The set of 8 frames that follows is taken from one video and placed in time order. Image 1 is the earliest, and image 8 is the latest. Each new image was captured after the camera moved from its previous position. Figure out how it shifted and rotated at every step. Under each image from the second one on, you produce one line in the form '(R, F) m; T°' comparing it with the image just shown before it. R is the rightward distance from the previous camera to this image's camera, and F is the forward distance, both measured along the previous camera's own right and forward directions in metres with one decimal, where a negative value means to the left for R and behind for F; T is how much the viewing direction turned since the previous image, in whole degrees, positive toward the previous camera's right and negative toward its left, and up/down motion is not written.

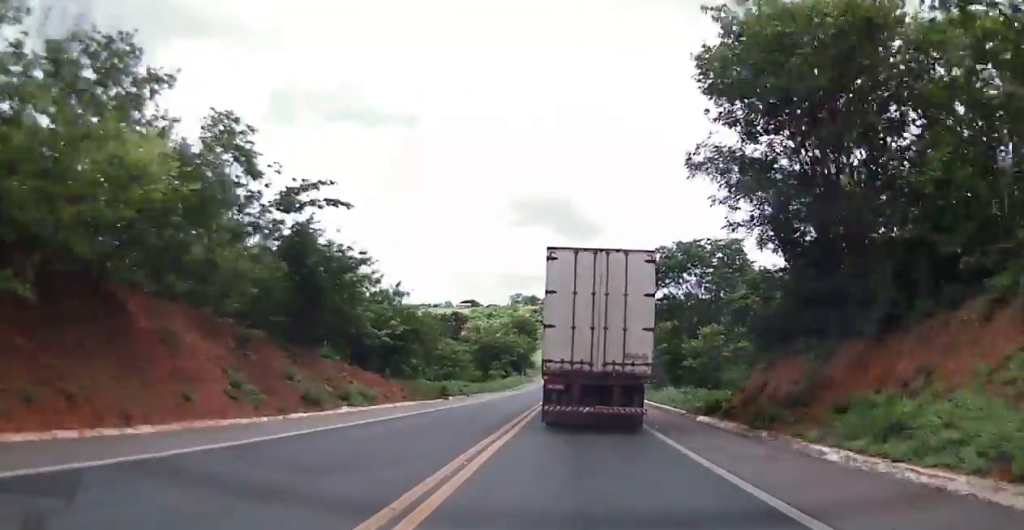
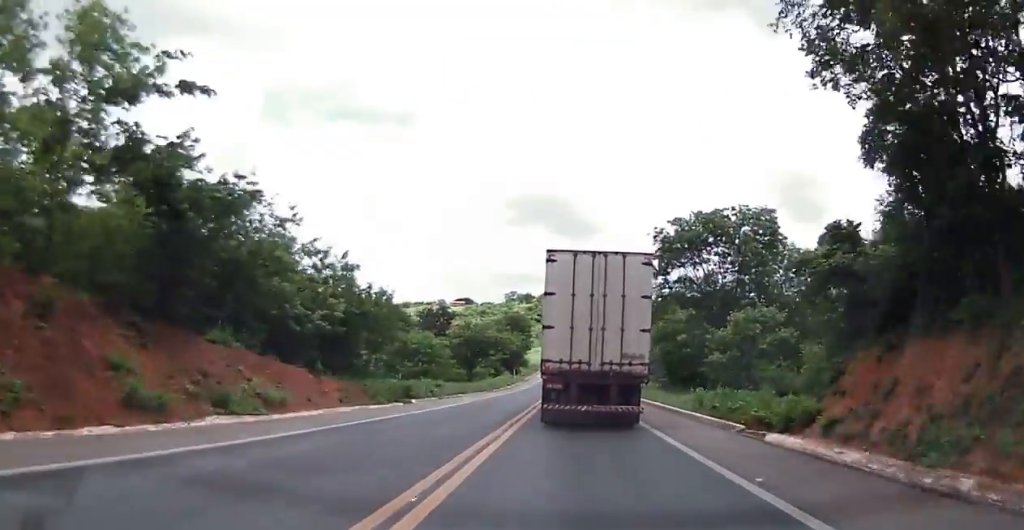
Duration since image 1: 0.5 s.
(+0.1, +9.2) m; 0°
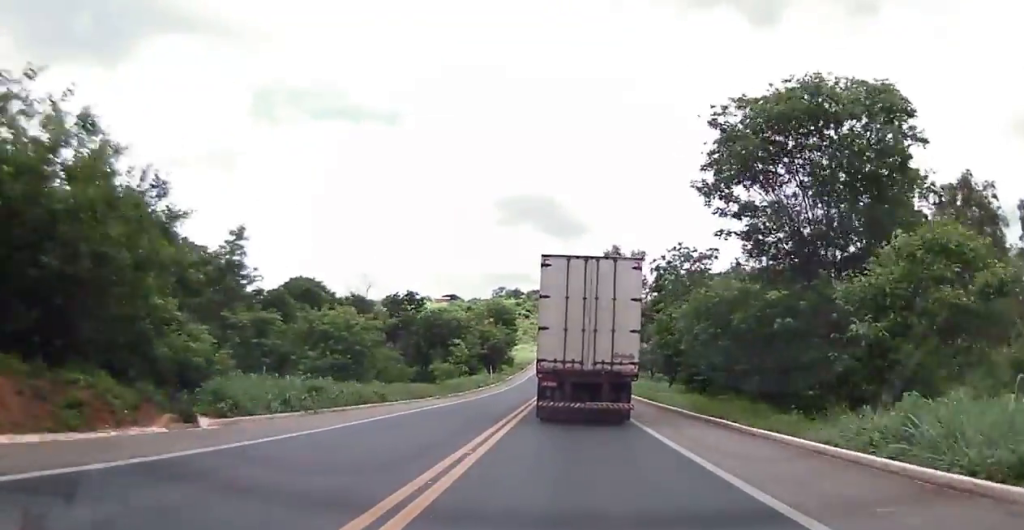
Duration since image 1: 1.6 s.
(-0.1, +19.3) m; 0°
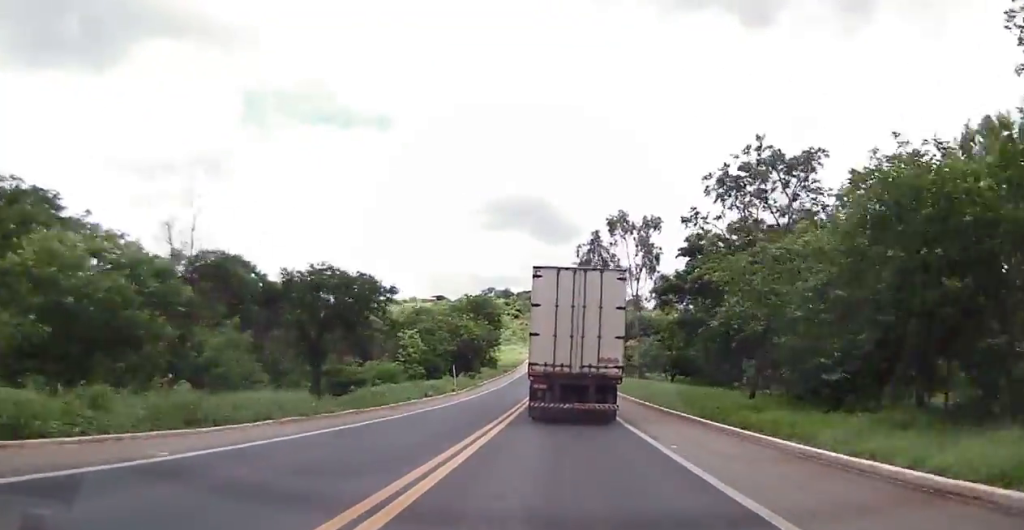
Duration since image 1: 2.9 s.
(+0.3, +22.0) m; +1°
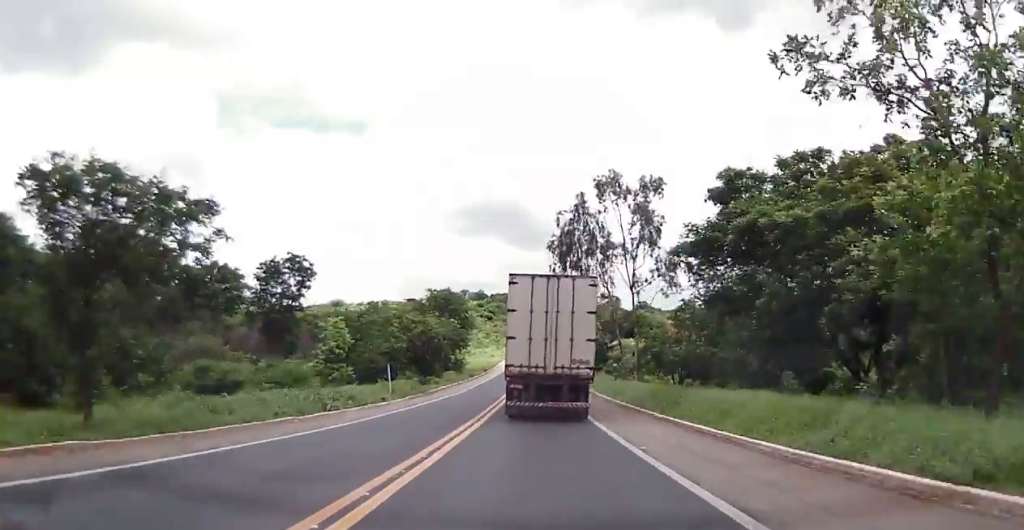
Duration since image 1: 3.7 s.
(0.0, +15.7) m; 0°
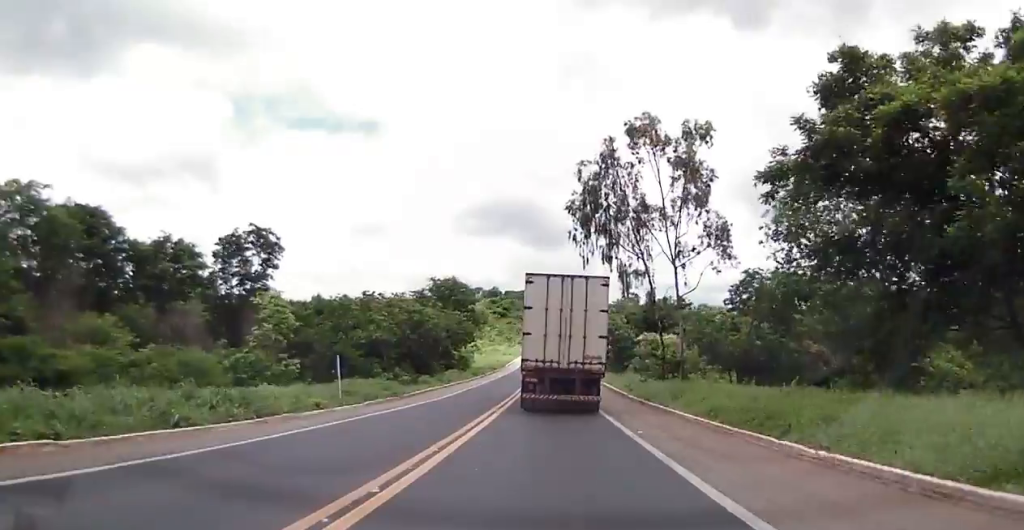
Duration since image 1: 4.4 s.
(-0.3, +12.8) m; 0°
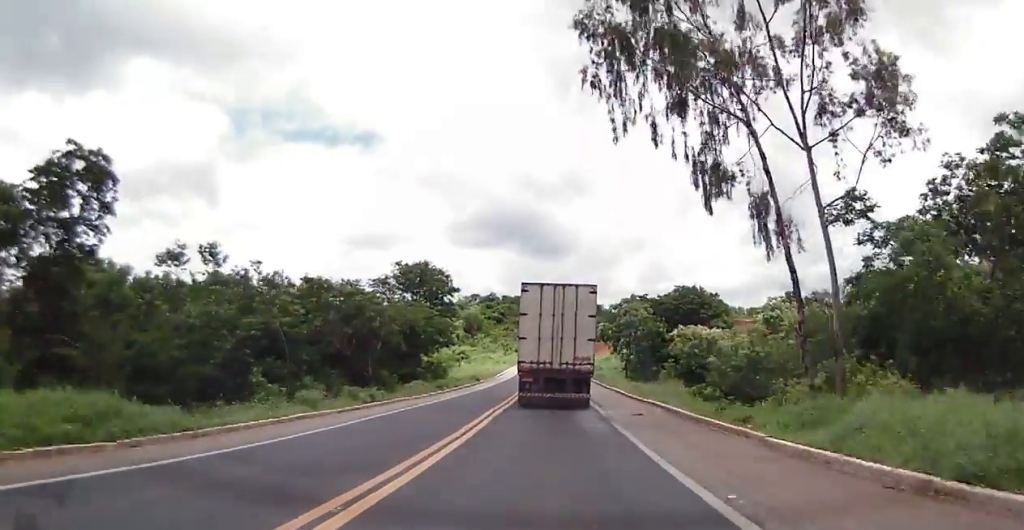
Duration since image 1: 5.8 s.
(+0.6, +24.5) m; +2°
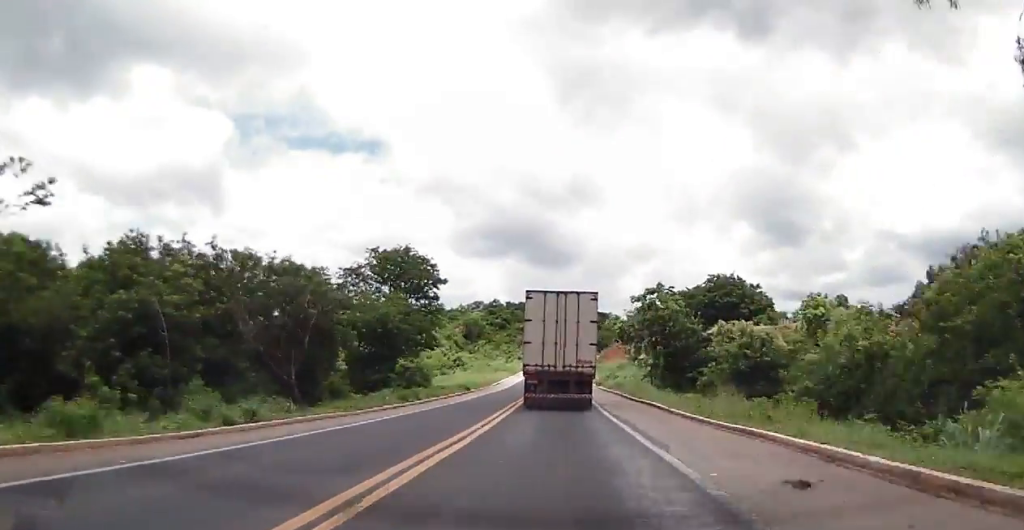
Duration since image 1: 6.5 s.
(0.0, +14.1) m; 0°
